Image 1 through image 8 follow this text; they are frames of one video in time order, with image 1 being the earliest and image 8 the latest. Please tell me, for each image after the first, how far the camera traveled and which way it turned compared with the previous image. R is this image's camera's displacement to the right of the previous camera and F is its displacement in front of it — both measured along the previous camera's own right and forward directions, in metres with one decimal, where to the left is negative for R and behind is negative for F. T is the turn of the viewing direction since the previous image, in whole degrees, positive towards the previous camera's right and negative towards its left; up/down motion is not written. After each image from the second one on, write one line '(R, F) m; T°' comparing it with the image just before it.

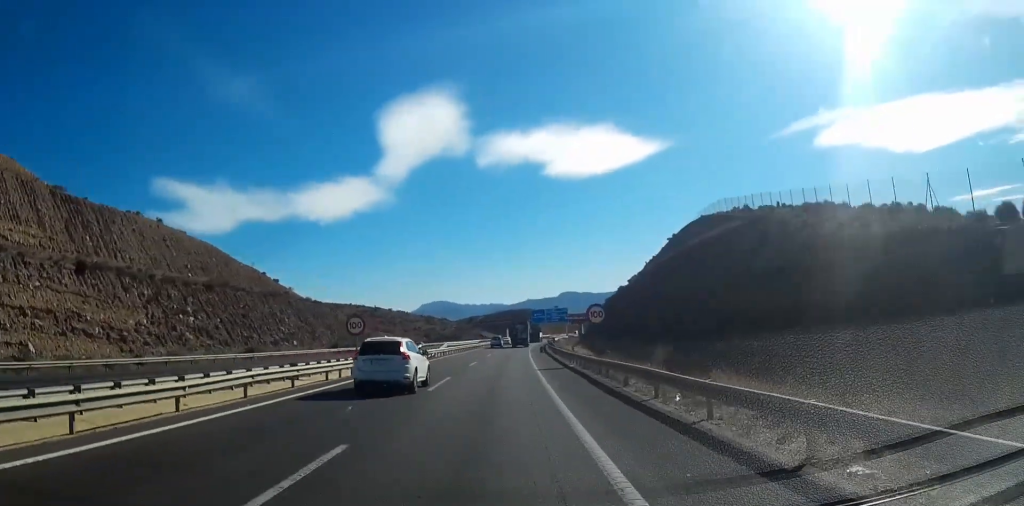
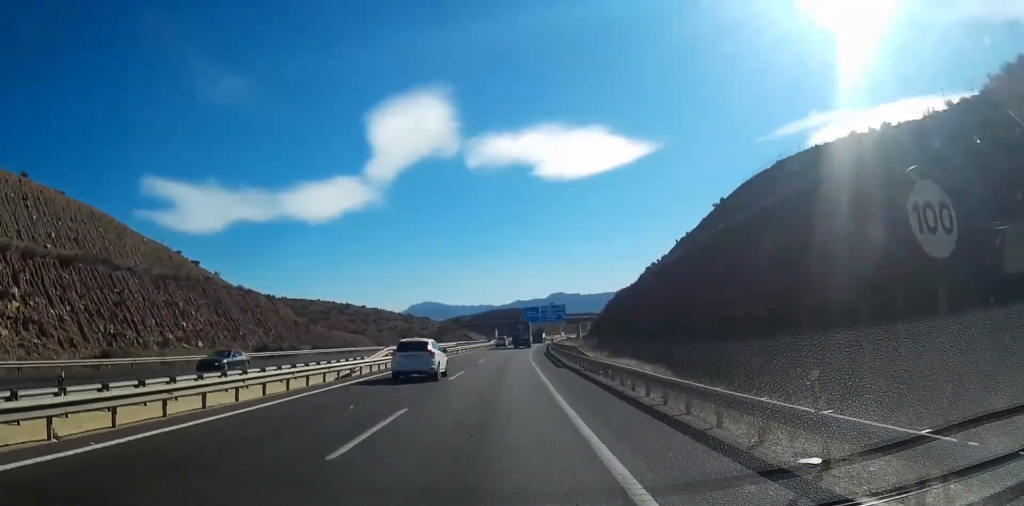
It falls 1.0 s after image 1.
(+0.4, +28.6) m; +1°
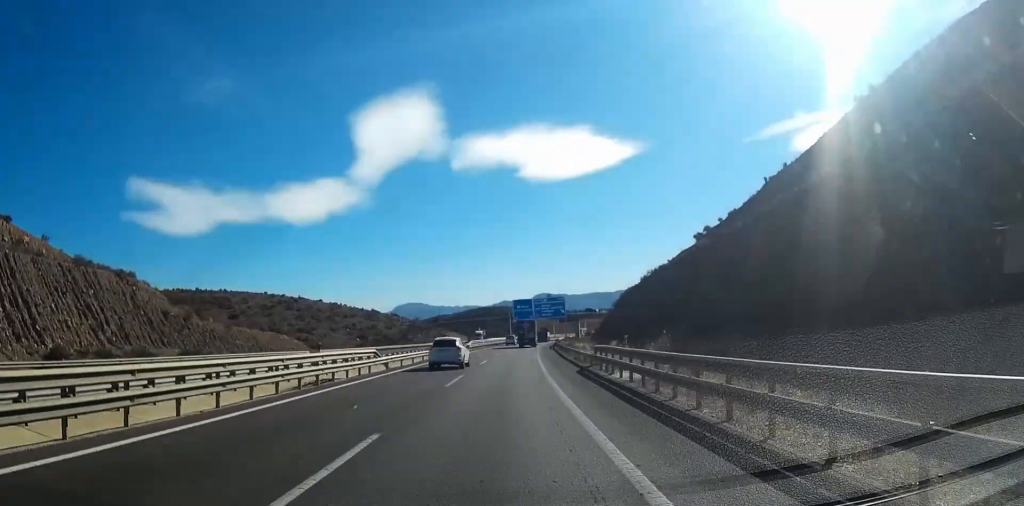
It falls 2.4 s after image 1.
(+0.5, +37.9) m; +2°
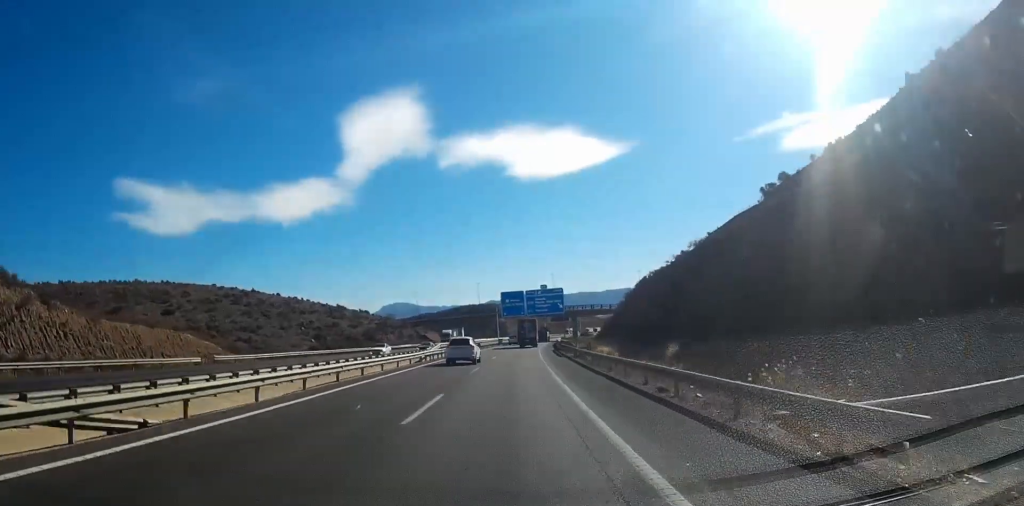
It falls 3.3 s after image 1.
(+0.3, +25.9) m; +1°
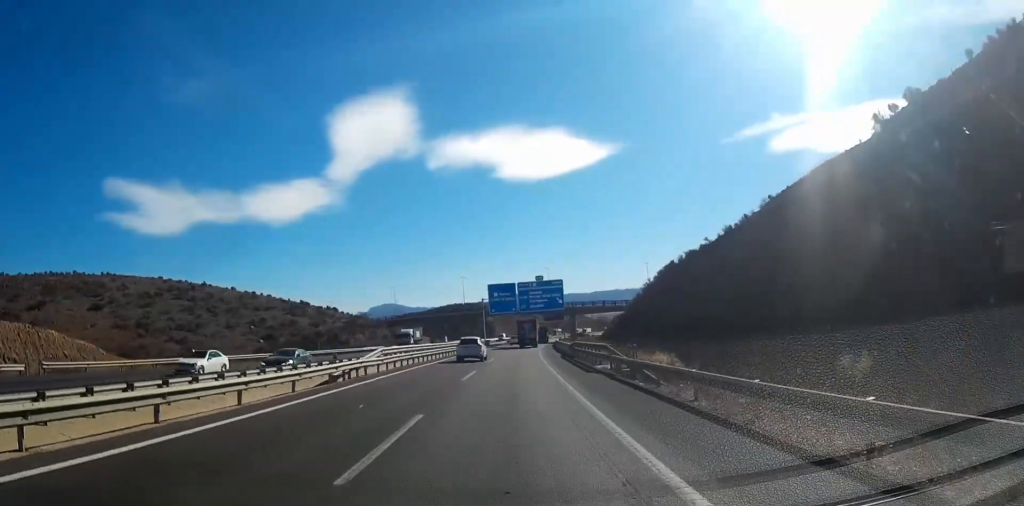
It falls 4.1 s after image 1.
(+0.1, +21.3) m; +1°
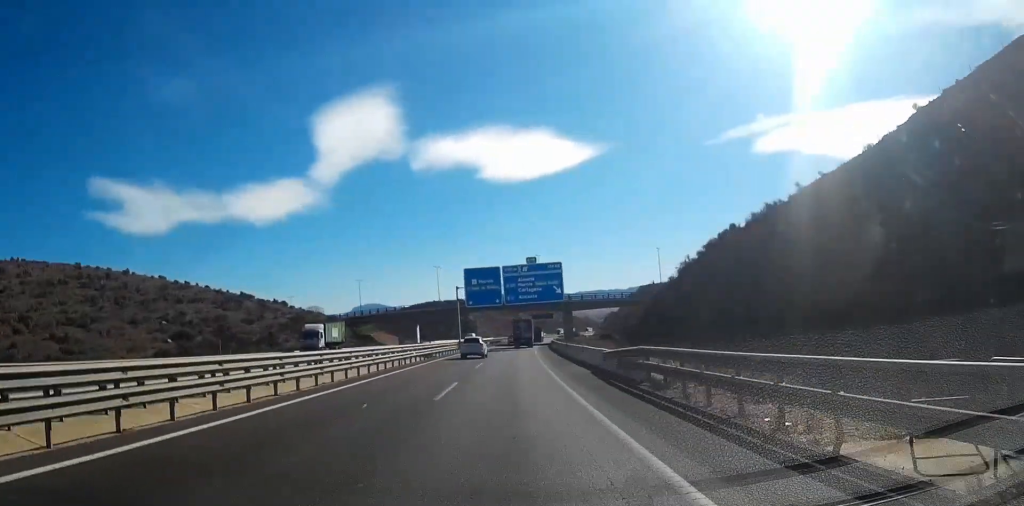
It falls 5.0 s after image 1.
(+0.2, +25.1) m; +1°
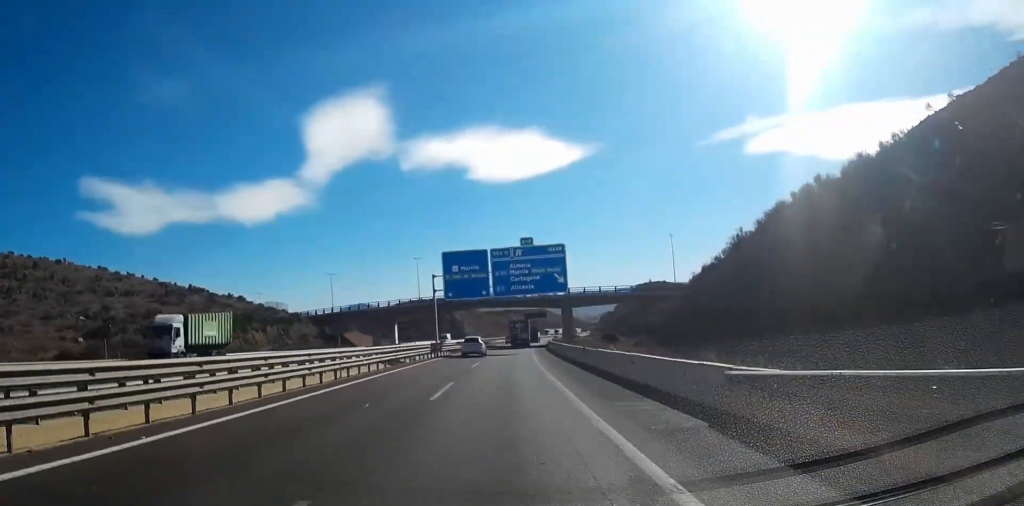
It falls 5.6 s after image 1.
(+0.1, +16.7) m; +1°
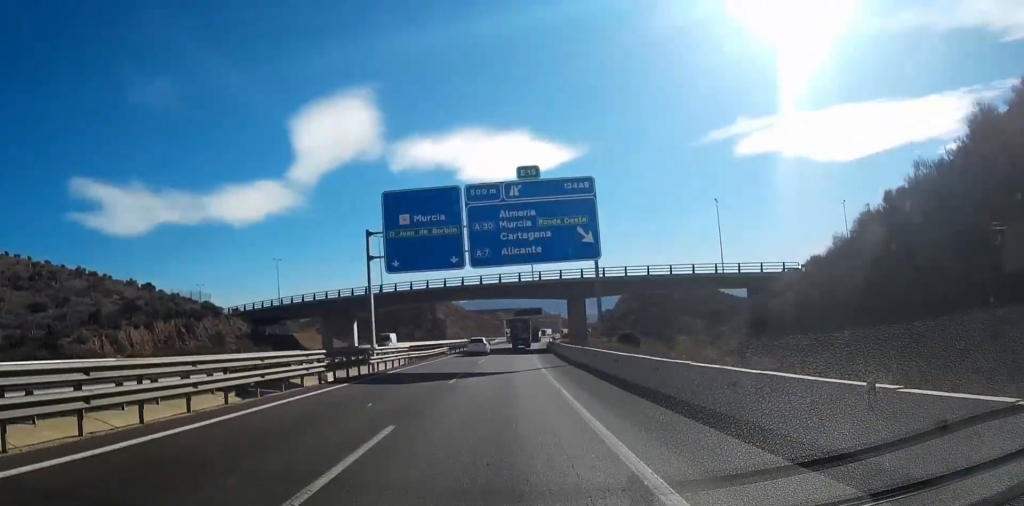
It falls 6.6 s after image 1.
(+0.4, +27.8) m; +2°
